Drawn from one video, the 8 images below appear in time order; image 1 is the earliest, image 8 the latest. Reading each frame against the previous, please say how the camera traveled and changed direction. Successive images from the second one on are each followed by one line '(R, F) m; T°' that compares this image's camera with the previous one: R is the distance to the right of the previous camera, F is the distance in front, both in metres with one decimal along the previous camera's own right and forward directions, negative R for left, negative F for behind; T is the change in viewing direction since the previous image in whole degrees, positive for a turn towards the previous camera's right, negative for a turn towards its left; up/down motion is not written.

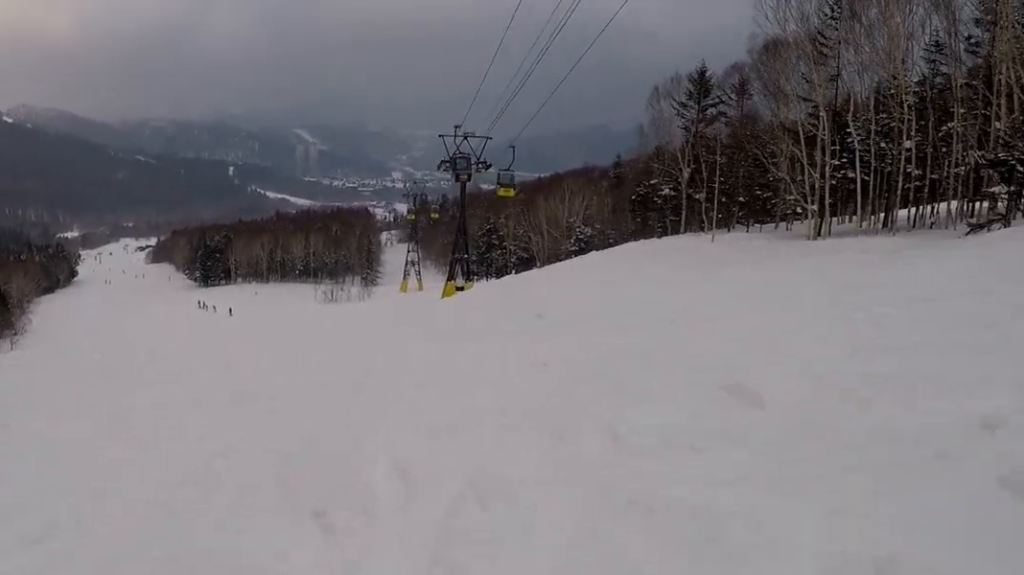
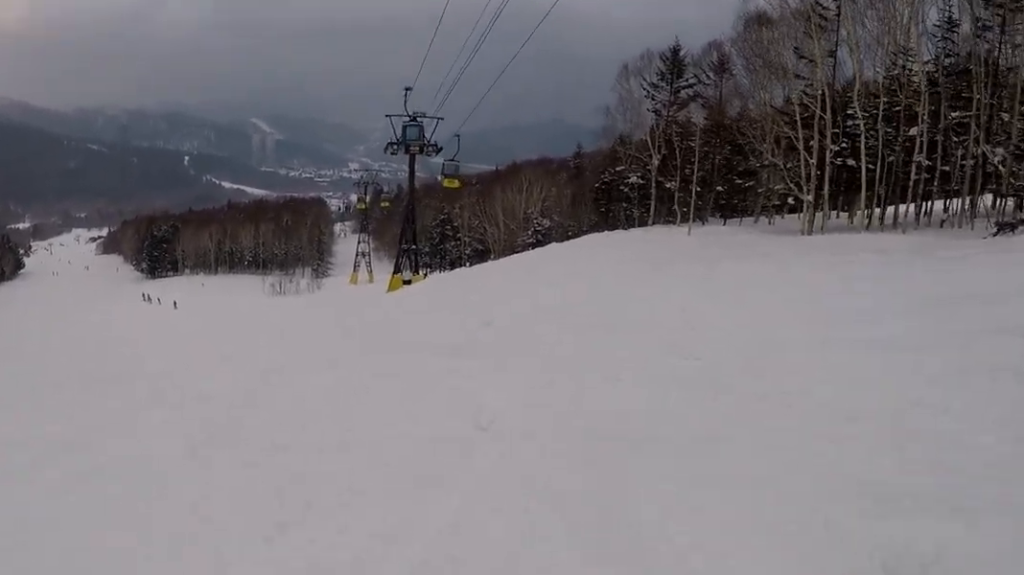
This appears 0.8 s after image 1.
(0.0, +4.0) m; +6°
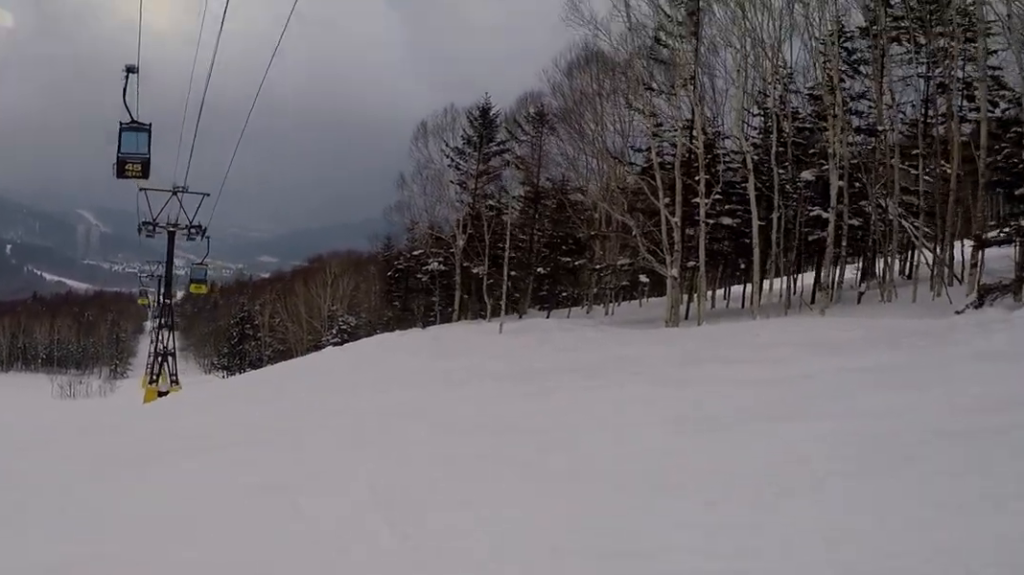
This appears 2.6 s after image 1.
(+2.0, +8.5) m; +8°
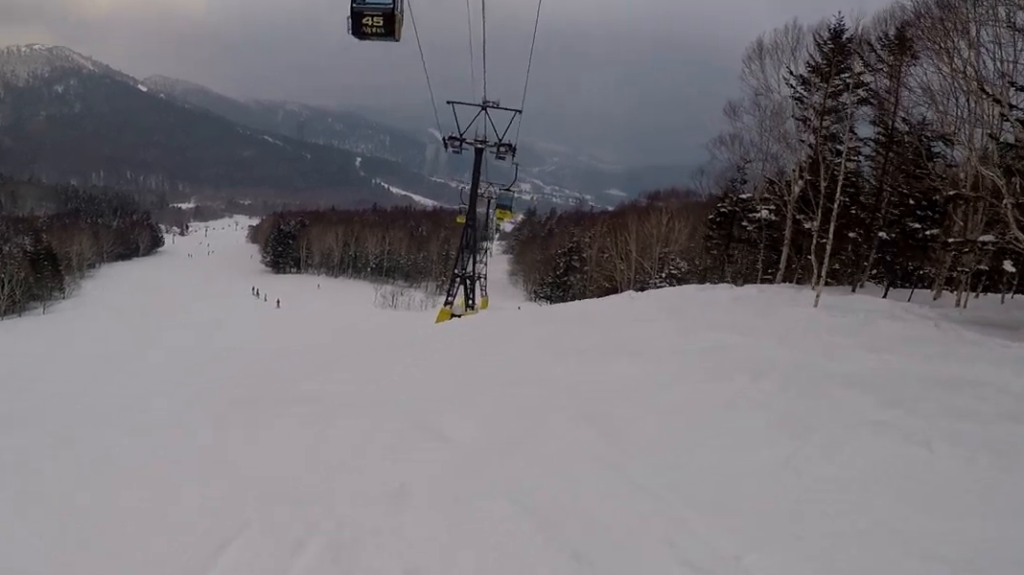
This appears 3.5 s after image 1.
(-0.8, +3.6) m; -6°
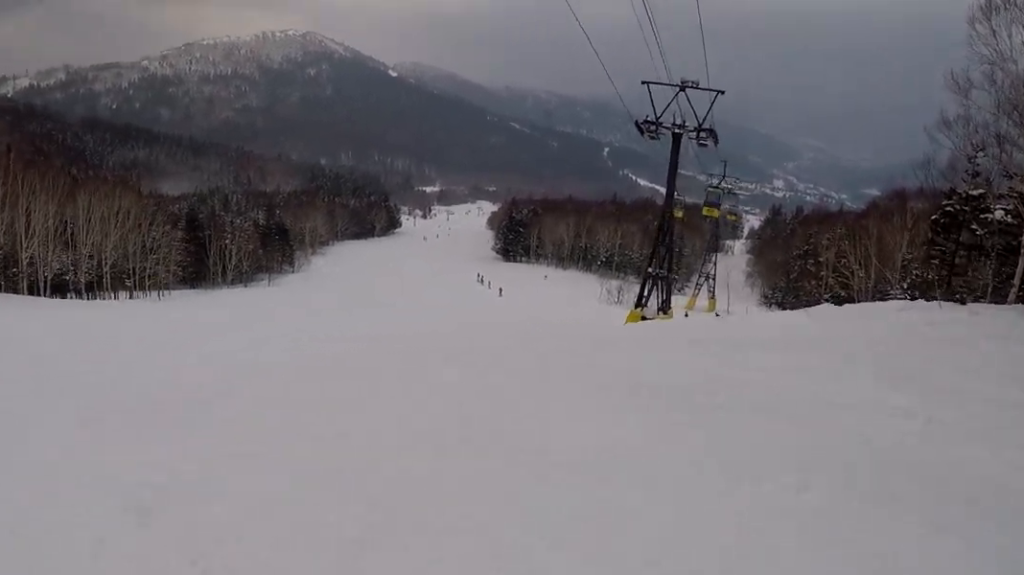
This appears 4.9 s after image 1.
(-0.1, +5.1) m; -28°
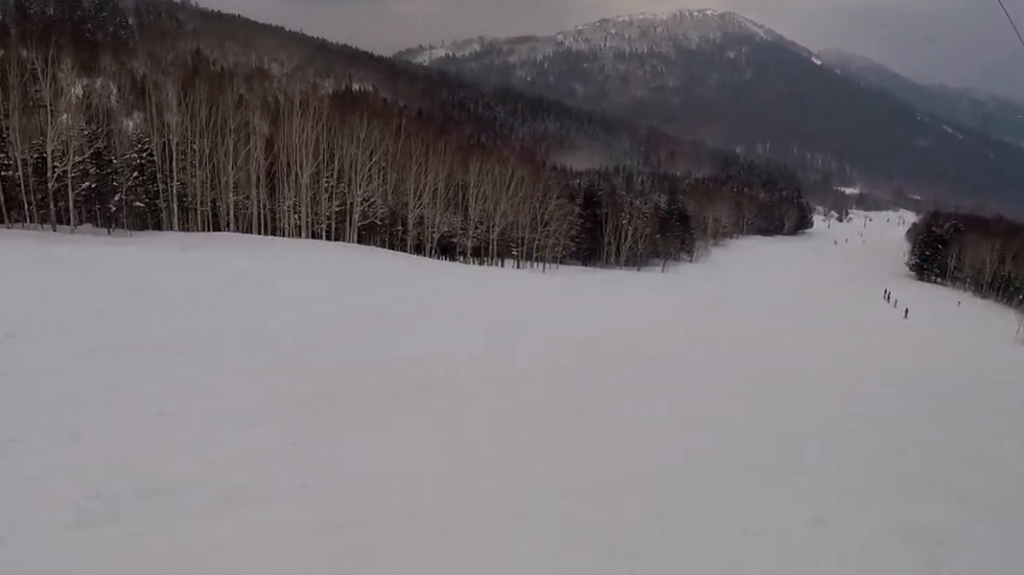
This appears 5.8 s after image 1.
(-0.8, +3.2) m; -54°
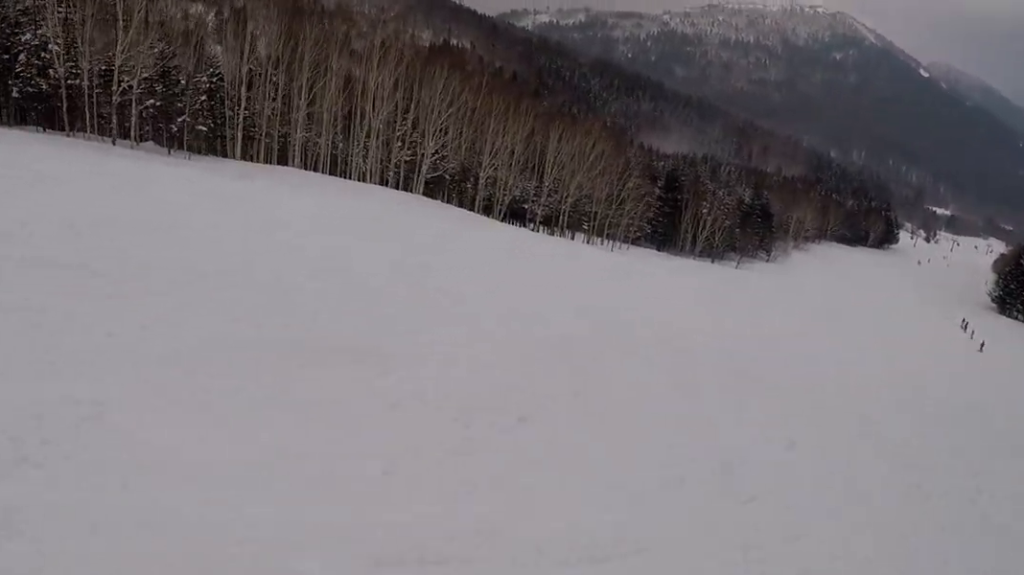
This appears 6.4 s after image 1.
(-1.5, +1.9) m; -26°
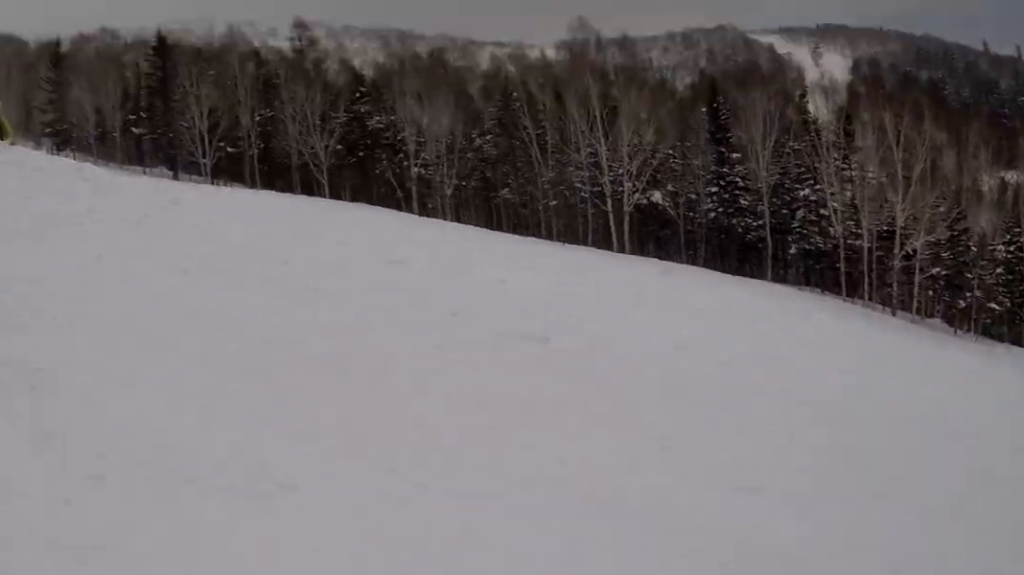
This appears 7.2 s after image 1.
(-0.8, +3.3) m; -17°
